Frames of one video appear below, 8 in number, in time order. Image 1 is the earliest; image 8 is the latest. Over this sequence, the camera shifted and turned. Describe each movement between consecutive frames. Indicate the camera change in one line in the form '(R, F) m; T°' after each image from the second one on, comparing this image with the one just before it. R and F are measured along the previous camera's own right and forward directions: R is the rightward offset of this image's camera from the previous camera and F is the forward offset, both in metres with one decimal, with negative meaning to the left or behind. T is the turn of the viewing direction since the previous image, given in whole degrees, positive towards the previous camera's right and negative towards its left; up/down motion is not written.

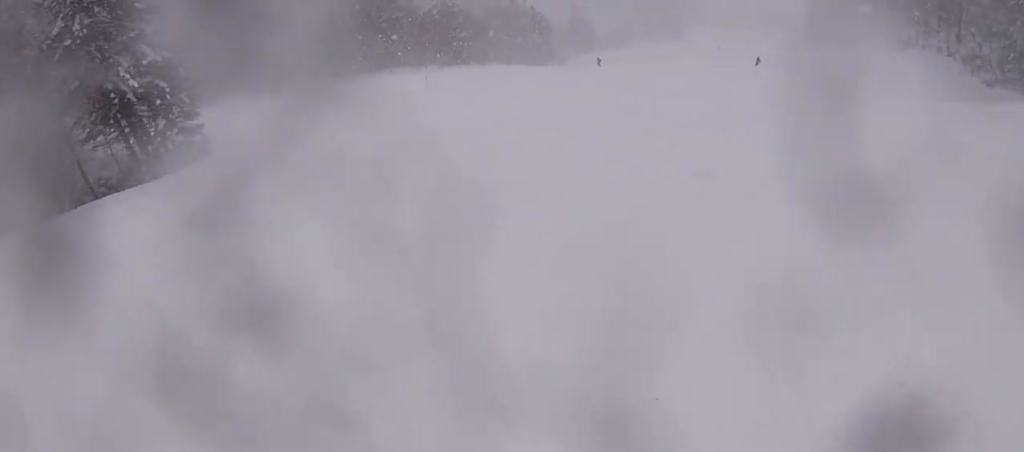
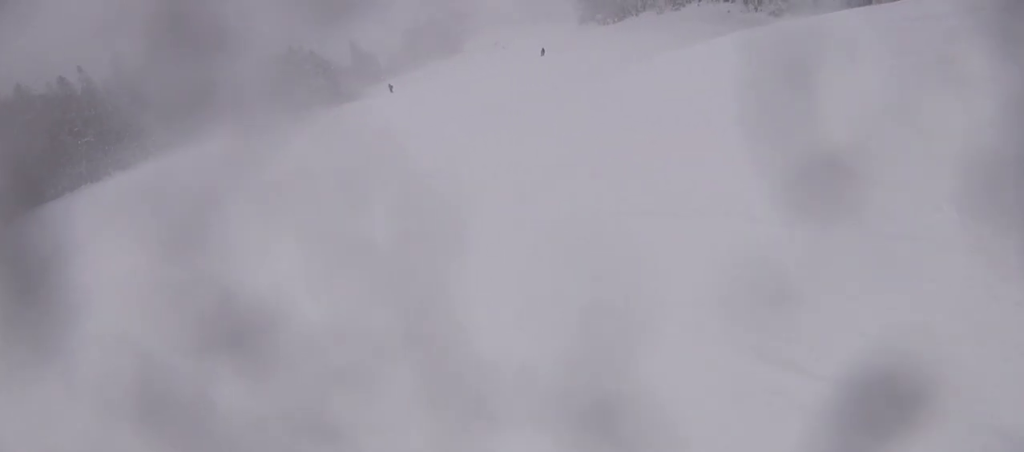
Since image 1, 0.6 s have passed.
(+0.7, +2.8) m; +25°
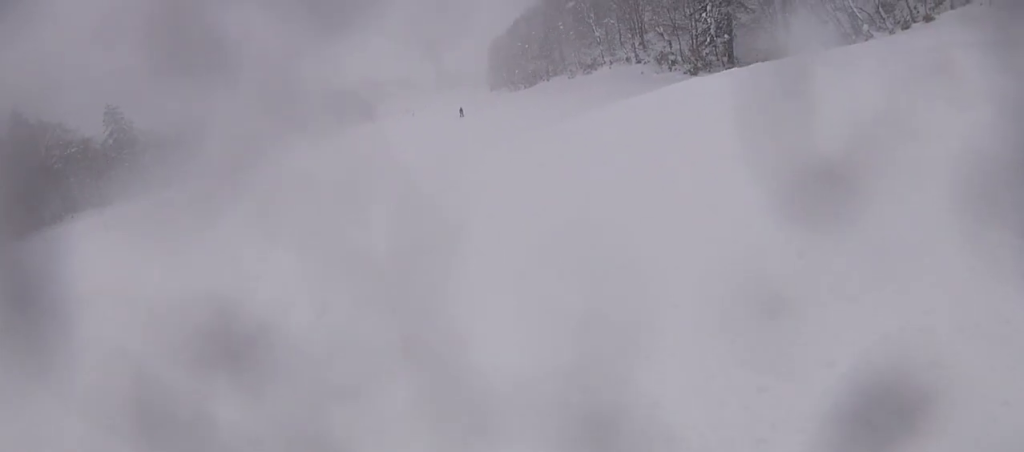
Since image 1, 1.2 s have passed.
(+0.7, +2.4) m; +20°
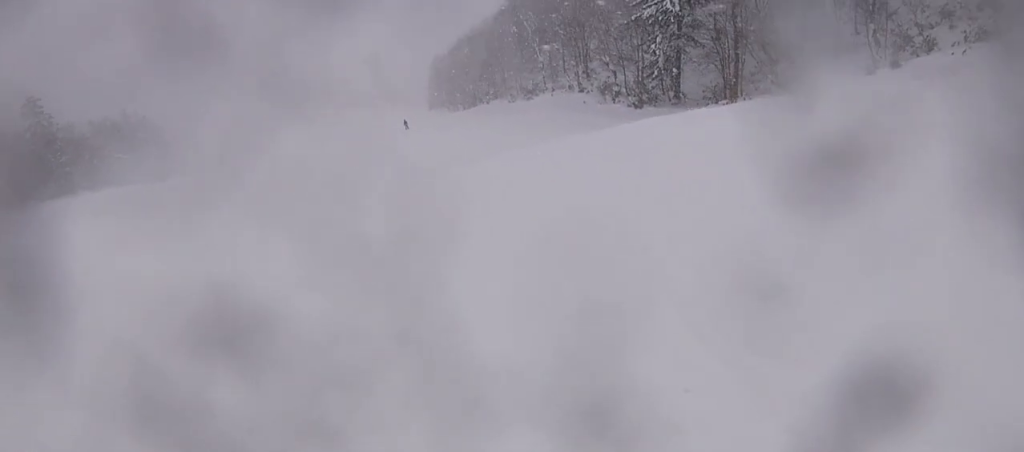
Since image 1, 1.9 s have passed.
(+0.6, +2.7) m; +17°
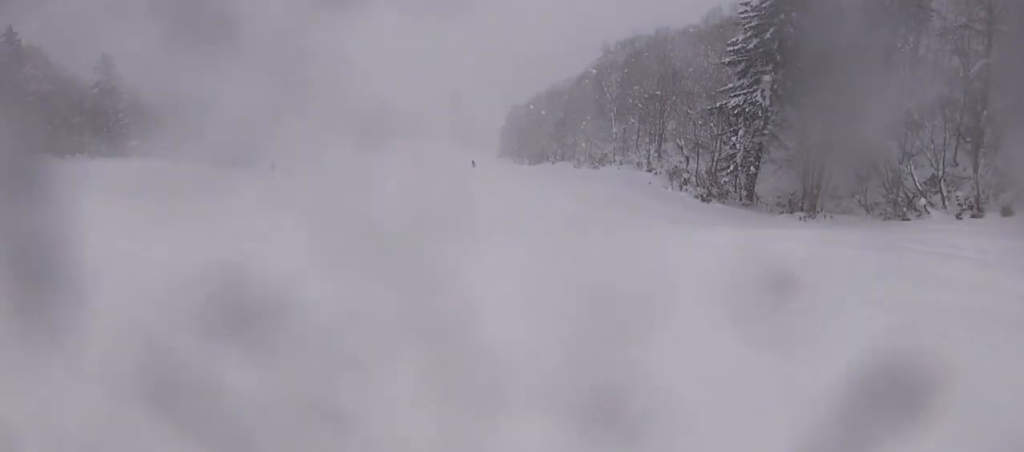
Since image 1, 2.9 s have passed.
(+0.4, +4.7) m; -3°
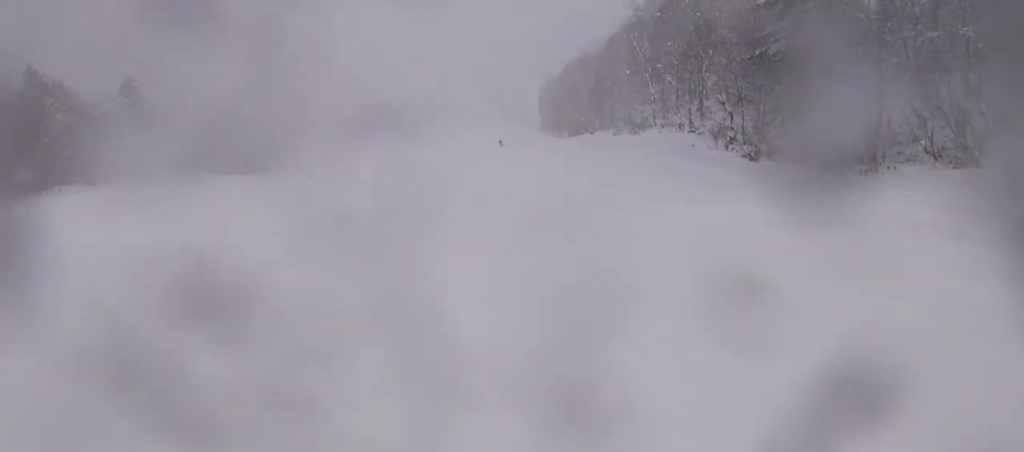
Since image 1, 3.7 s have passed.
(-0.6, +3.6) m; -1°
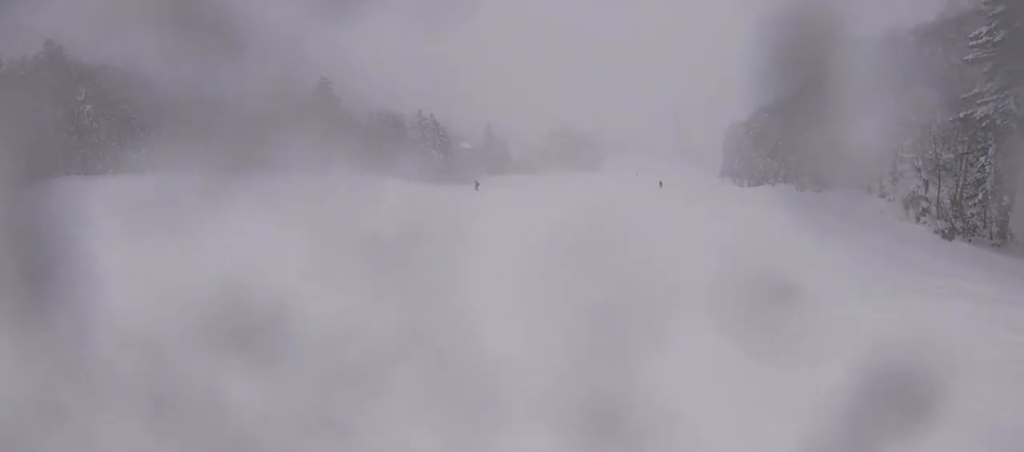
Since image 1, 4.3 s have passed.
(+0.2, +2.8) m; -10°
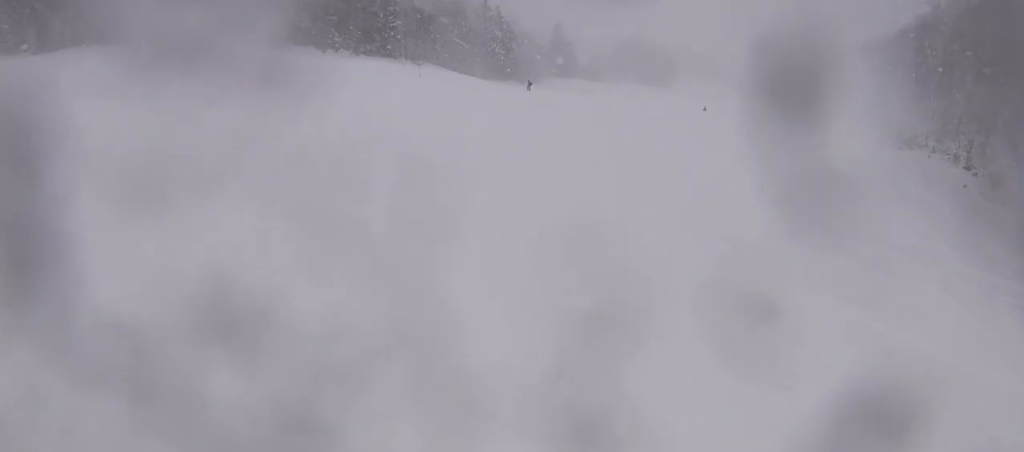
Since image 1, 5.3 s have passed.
(-0.7, +4.2) m; -21°
